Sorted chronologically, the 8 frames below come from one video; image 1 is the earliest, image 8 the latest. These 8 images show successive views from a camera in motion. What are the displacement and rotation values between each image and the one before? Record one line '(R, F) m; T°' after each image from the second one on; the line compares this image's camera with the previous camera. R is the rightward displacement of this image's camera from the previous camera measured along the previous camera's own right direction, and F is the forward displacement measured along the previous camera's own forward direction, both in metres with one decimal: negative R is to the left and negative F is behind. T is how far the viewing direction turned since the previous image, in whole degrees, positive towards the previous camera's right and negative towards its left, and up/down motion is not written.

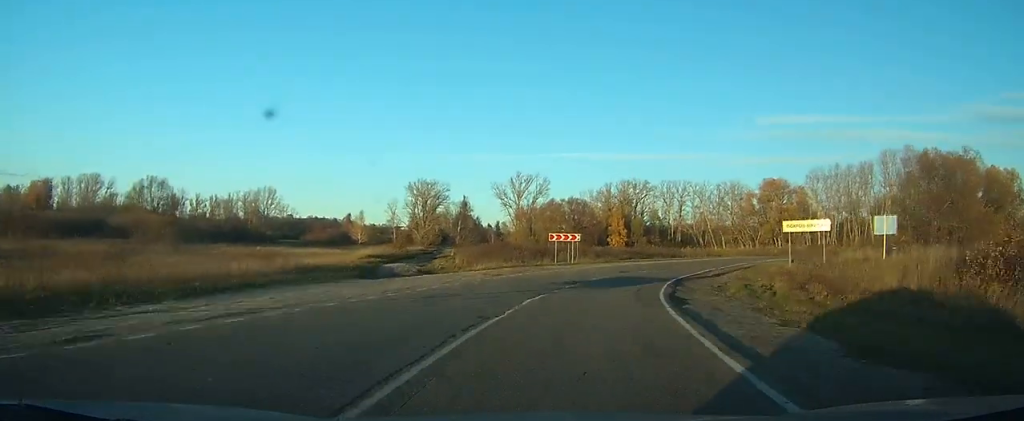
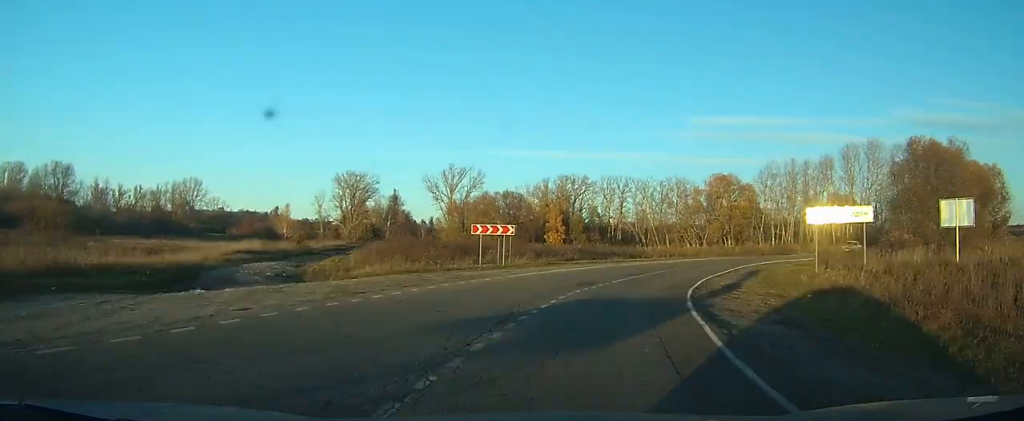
(+0.4, +13.0) m; +9°
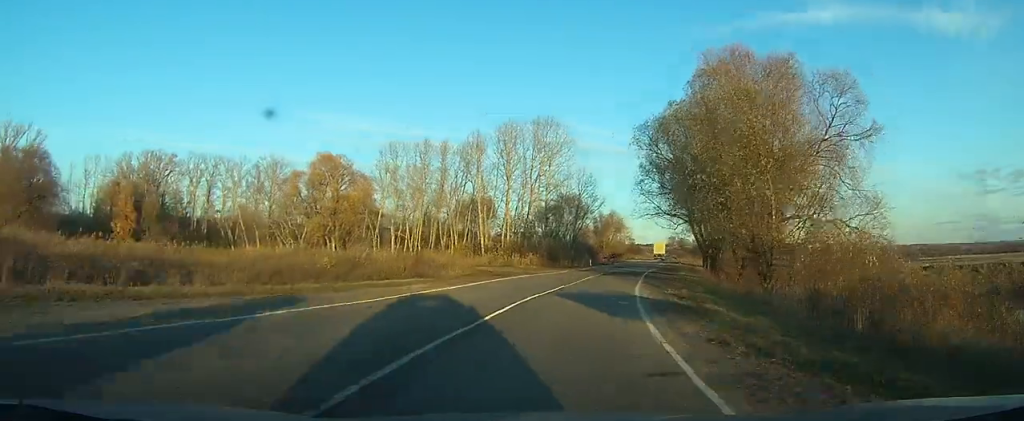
(+18.1, +51.1) m; +26°
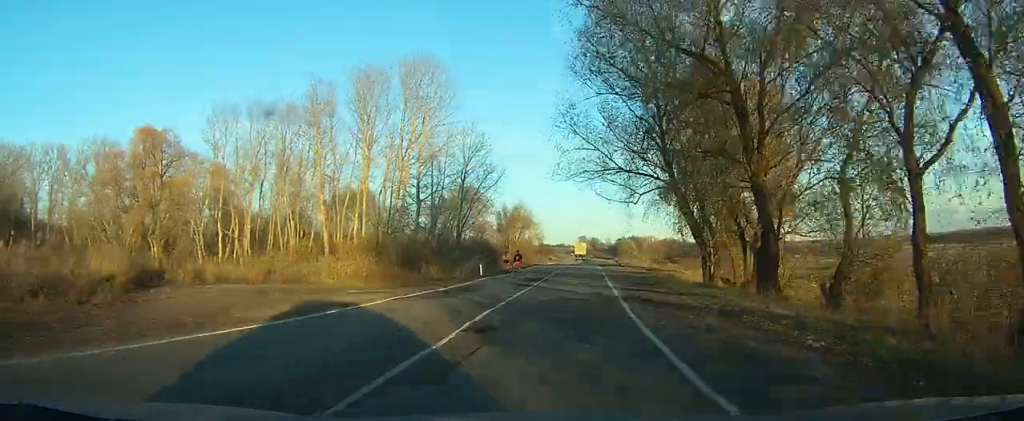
(+0.8, +31.0) m; +4°
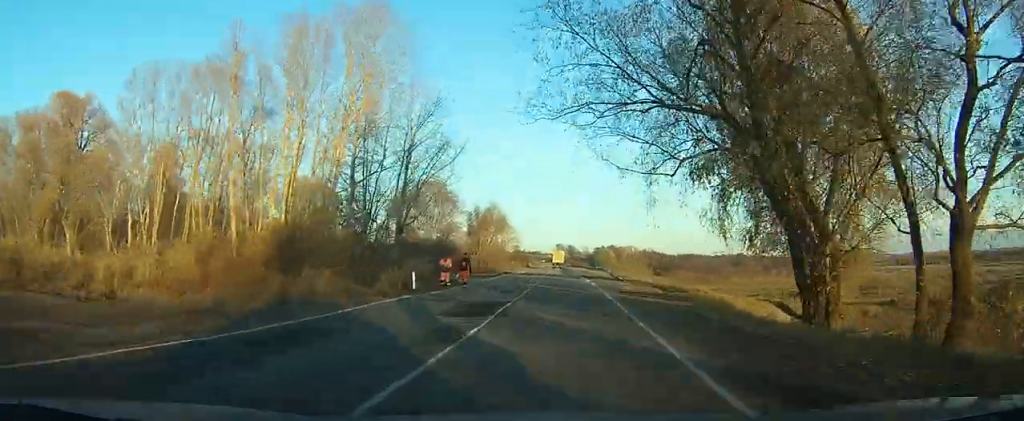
(+0.4, +12.4) m; +1°
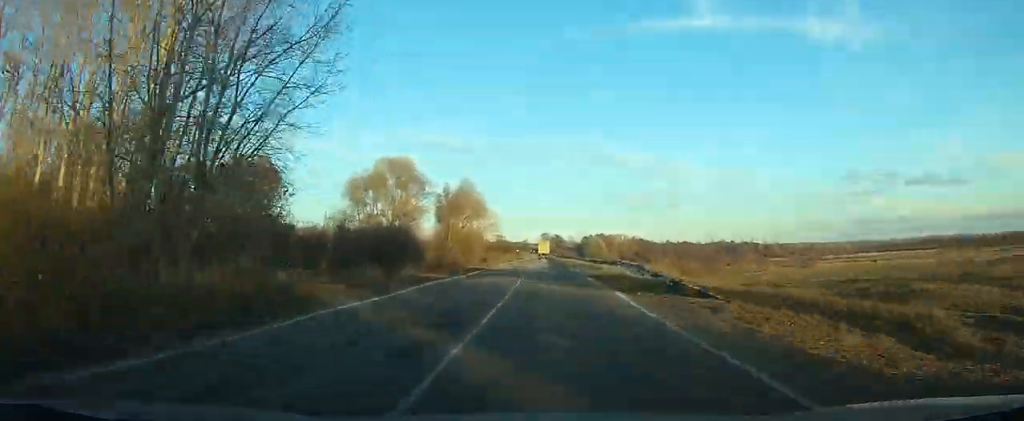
(+0.4, +18.5) m; +2°
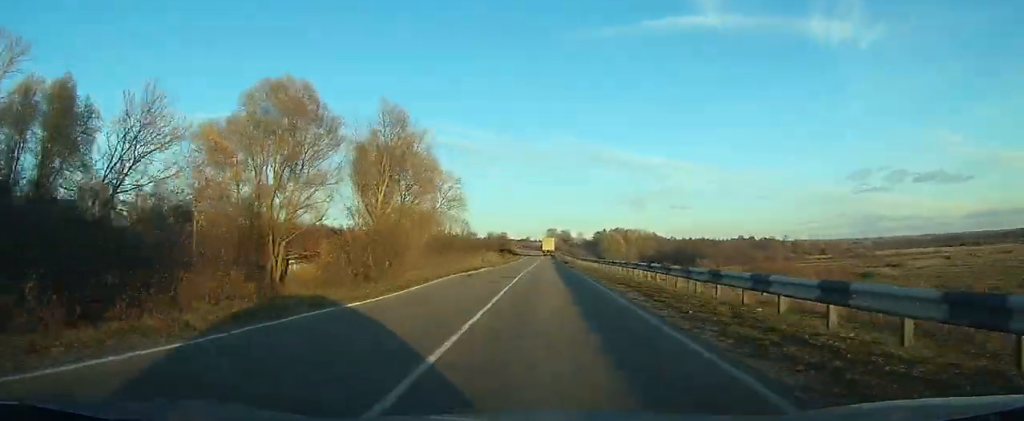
(+1.2, +44.5) m; +3°
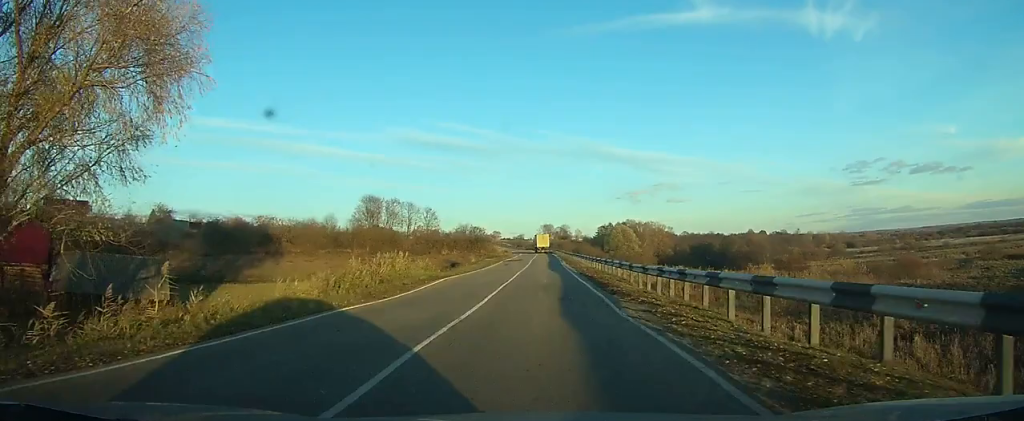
(+0.7, +51.0) m; +1°
